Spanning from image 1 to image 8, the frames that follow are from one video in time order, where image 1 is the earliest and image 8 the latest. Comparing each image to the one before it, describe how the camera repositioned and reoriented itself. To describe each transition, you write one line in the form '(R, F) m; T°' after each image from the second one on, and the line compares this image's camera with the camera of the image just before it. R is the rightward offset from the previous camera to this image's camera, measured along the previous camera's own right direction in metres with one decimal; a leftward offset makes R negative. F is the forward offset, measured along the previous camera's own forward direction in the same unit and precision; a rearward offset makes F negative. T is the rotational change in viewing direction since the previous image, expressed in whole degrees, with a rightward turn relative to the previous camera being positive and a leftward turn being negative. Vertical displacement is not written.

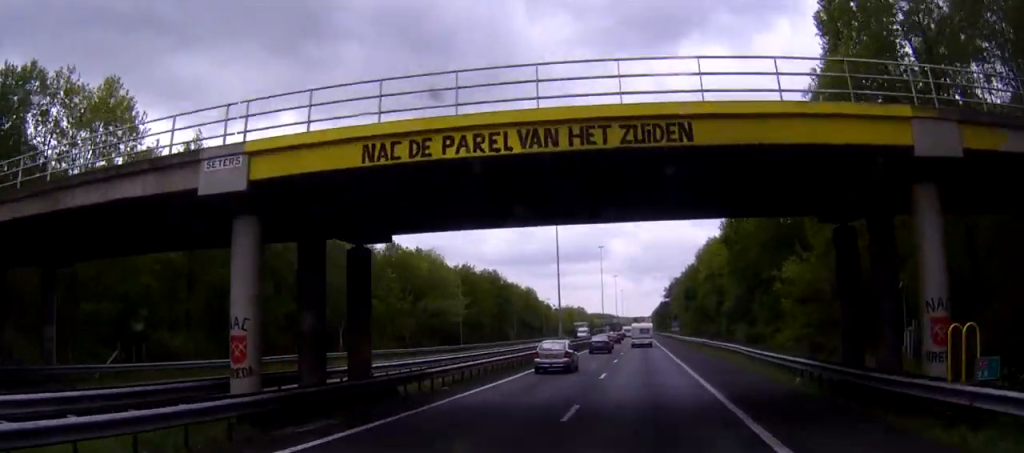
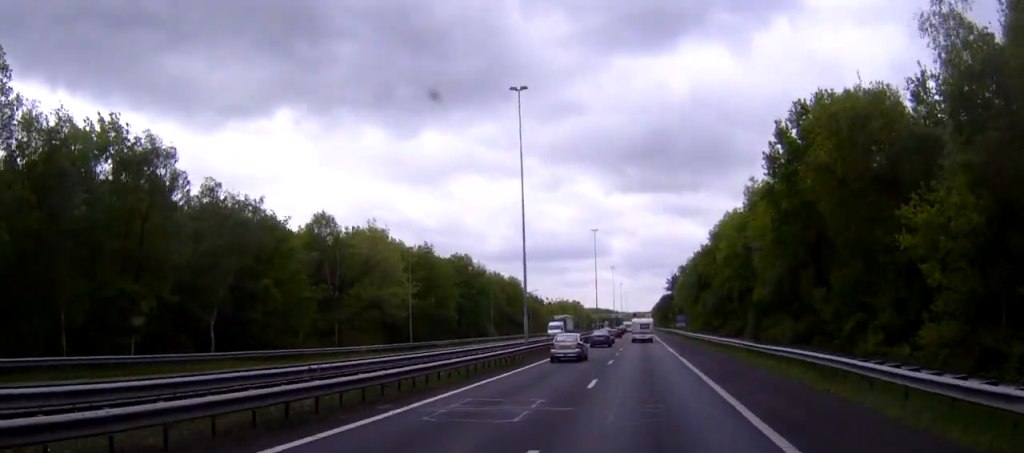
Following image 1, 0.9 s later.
(0.0, +20.8) m; 0°
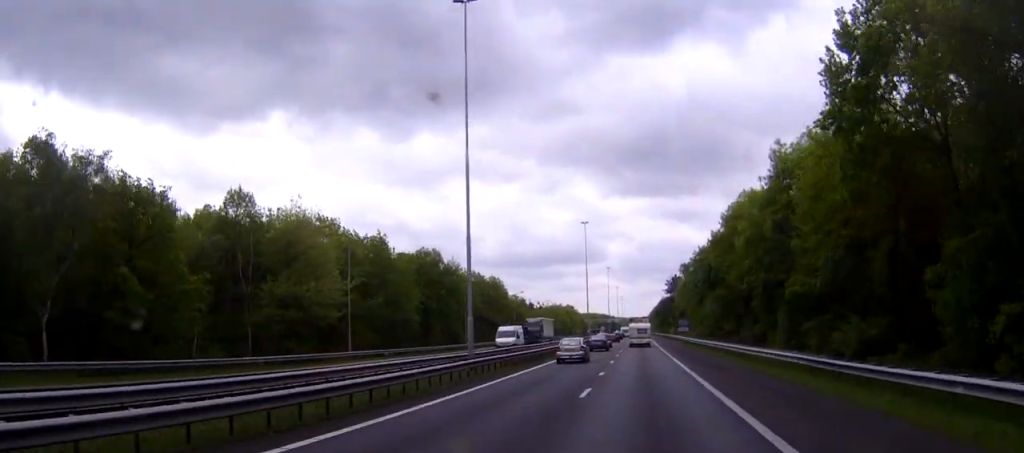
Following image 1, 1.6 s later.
(0.0, +15.4) m; 0°
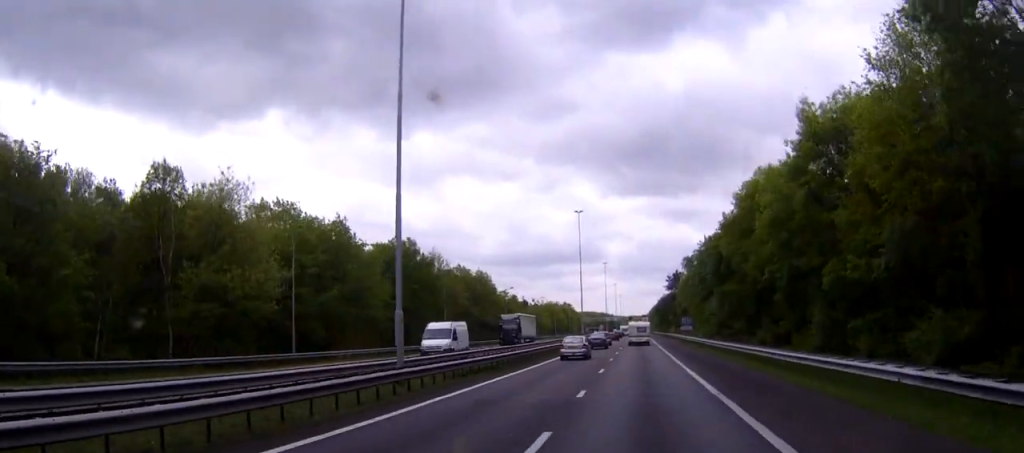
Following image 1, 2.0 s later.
(+0.1, +10.0) m; 0°
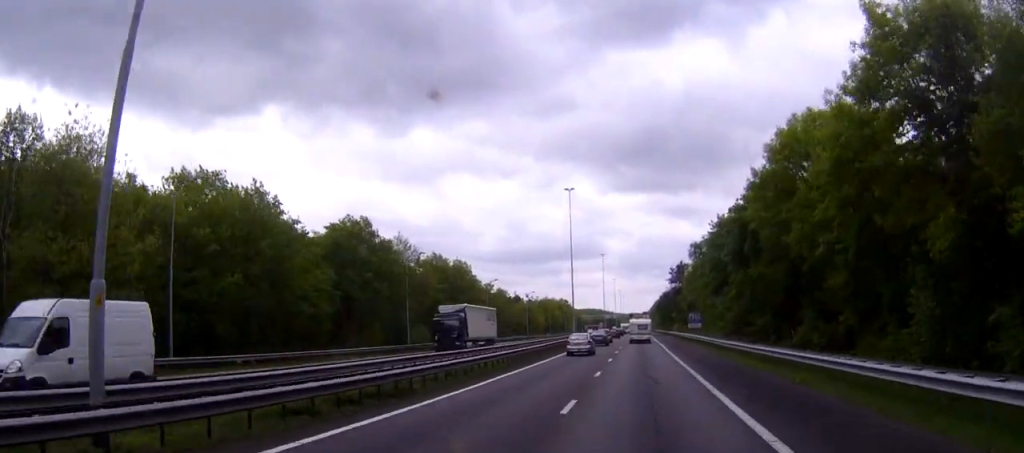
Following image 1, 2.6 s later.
(0.0, +14.6) m; 0°
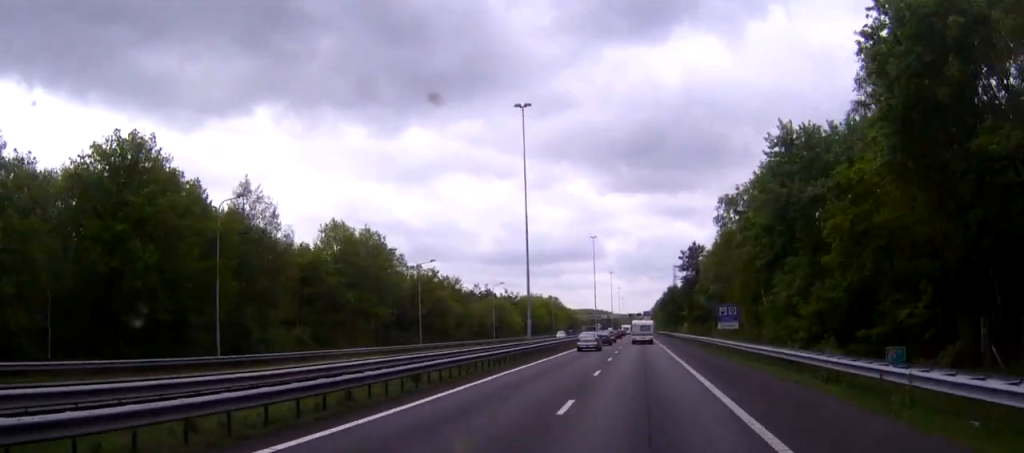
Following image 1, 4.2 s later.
(-0.3, +35.2) m; 0°
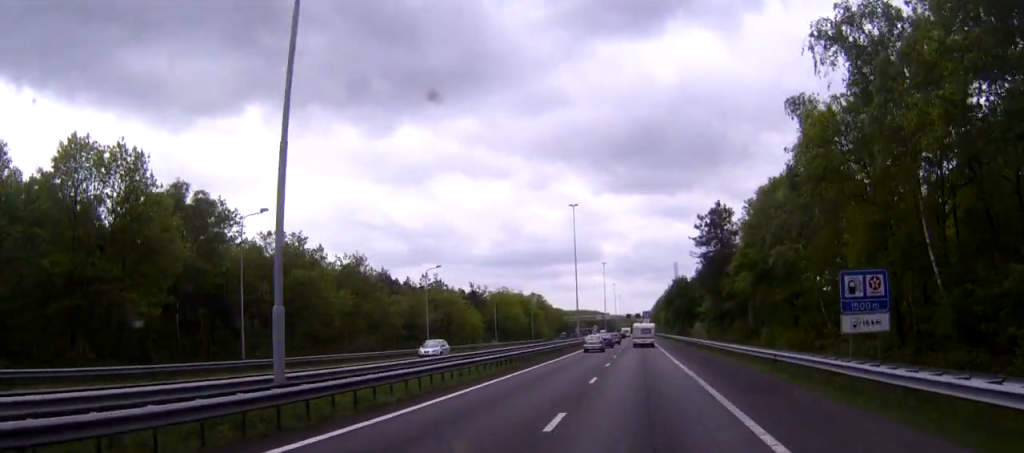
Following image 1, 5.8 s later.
(+0.1, +36.7) m; 0°
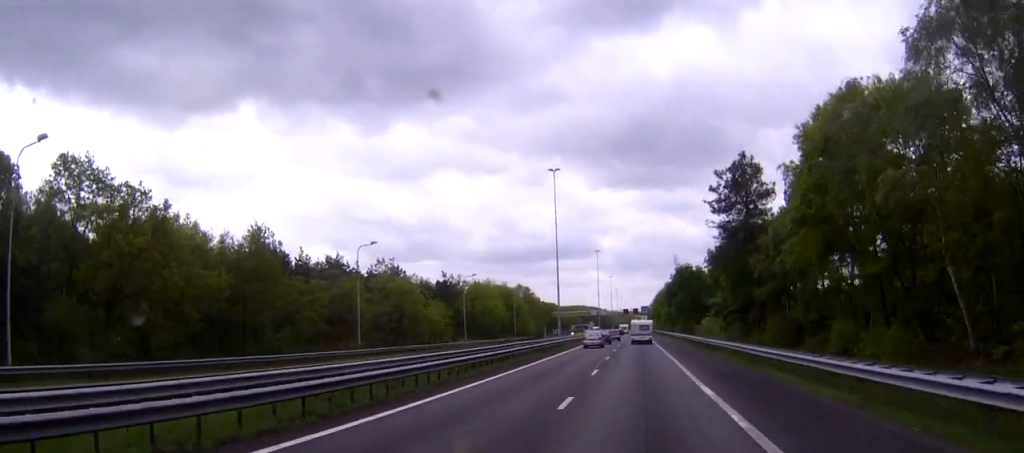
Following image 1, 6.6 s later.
(+0.1, +20.0) m; 0°
